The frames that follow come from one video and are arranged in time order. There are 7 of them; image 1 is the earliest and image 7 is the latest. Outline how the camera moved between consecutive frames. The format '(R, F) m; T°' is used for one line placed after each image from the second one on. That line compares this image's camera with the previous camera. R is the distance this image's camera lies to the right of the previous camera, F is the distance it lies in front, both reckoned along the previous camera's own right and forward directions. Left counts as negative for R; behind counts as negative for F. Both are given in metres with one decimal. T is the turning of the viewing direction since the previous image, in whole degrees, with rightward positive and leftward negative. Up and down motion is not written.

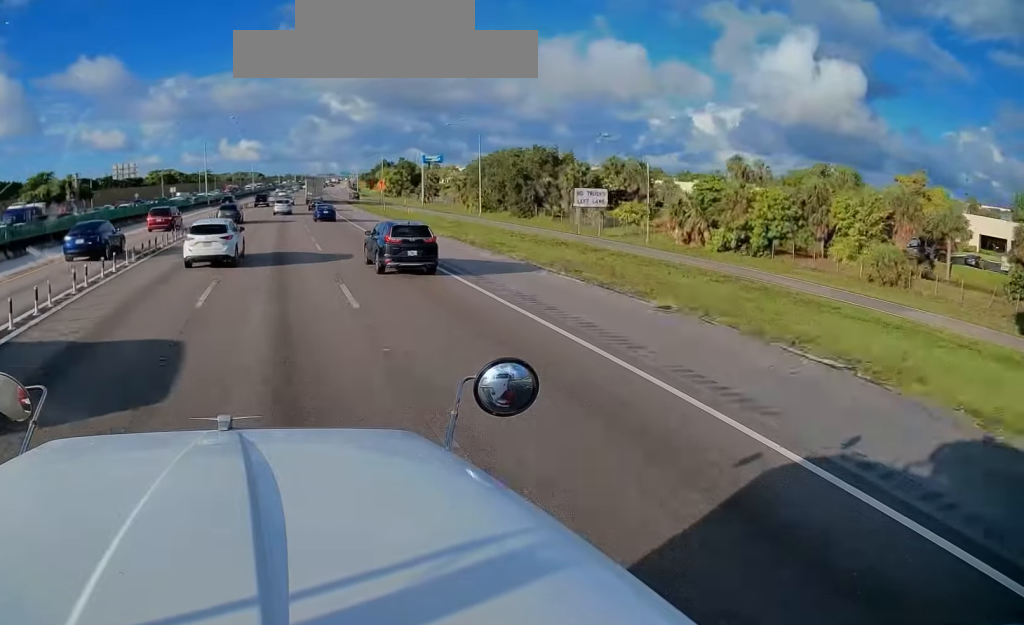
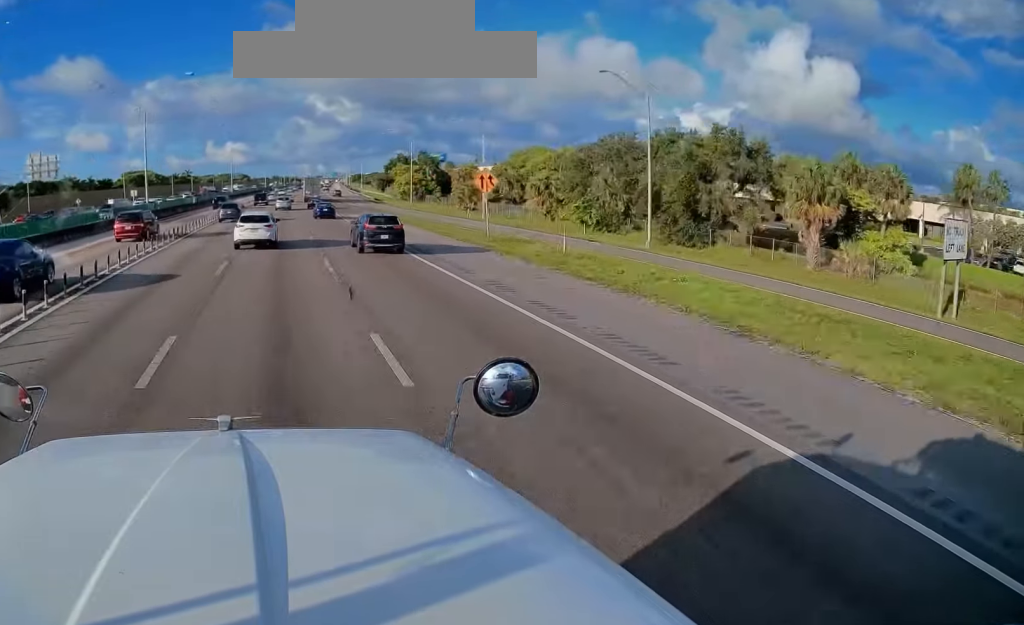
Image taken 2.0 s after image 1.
(+0.8, +41.7) m; +2°
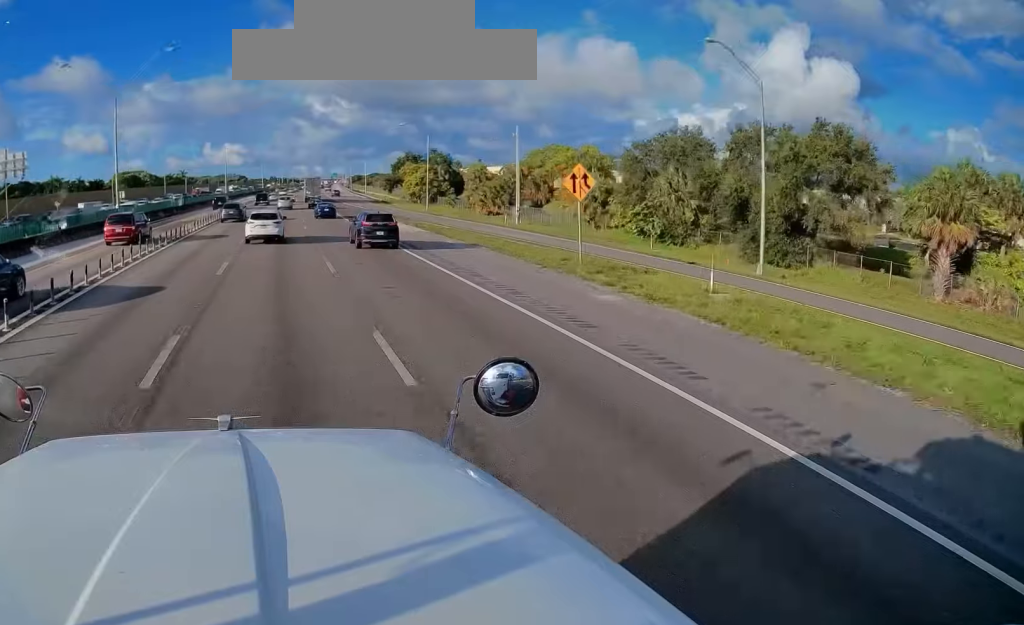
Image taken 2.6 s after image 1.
(+0.1, +12.1) m; 0°
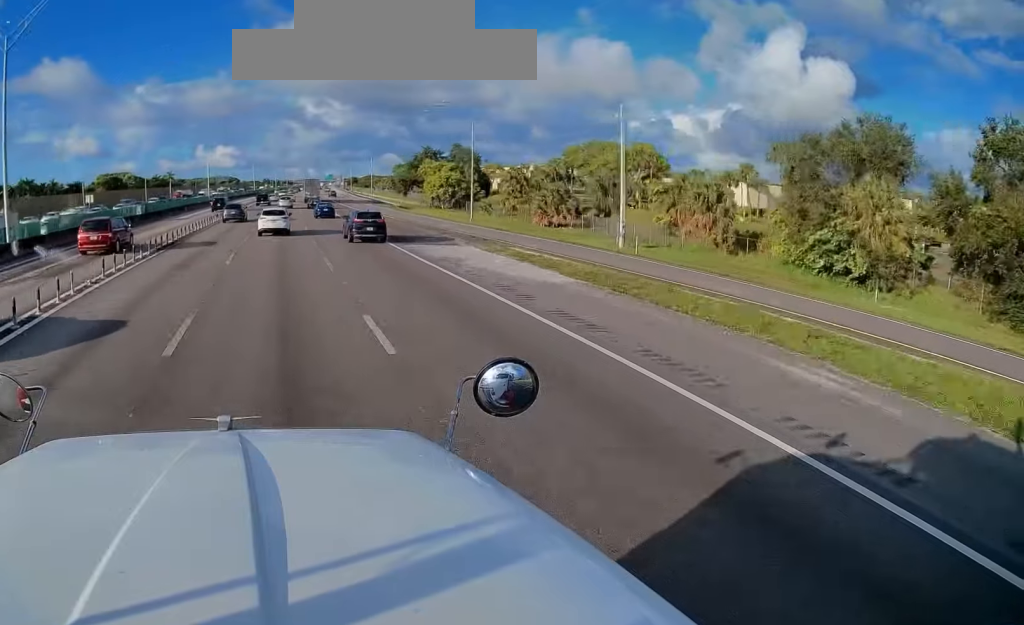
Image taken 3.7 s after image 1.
(+0.1, +23.0) m; +1°
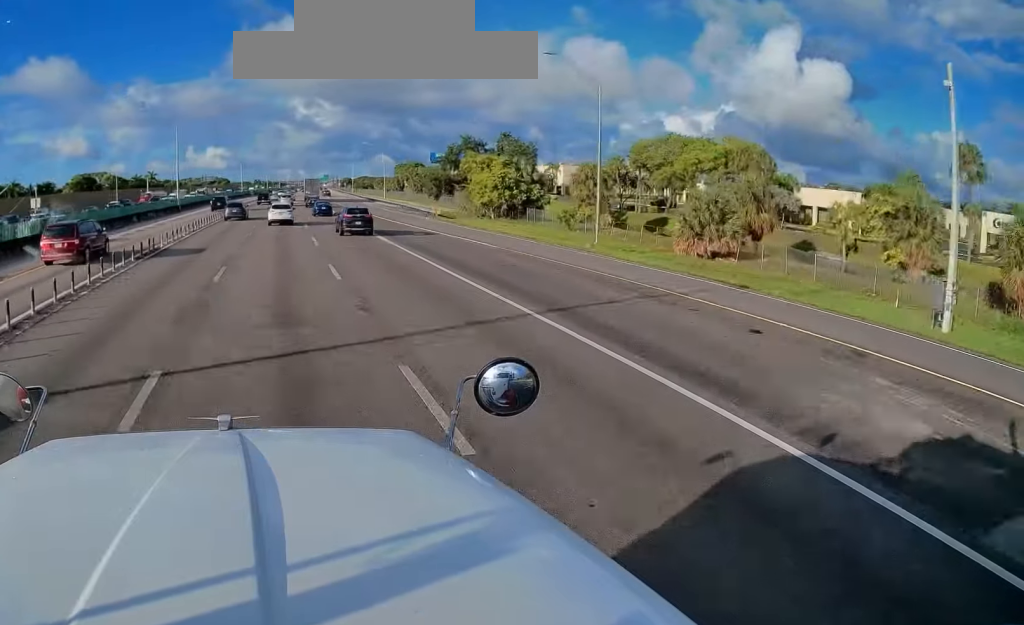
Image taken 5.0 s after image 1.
(+0.4, +28.7) m; +1°
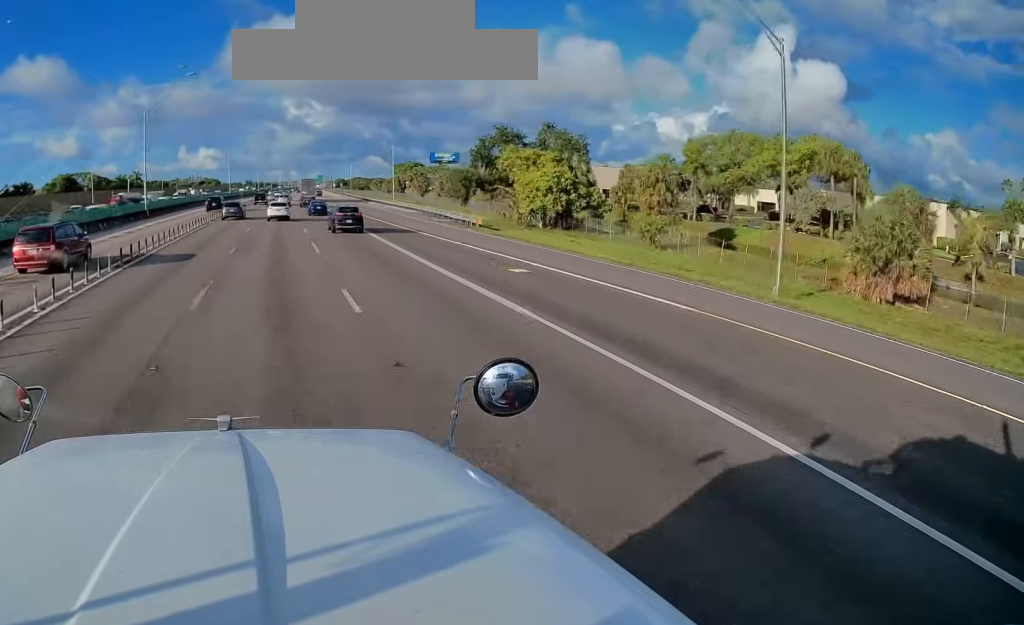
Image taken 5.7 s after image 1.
(+0.1, +16.7) m; +1°
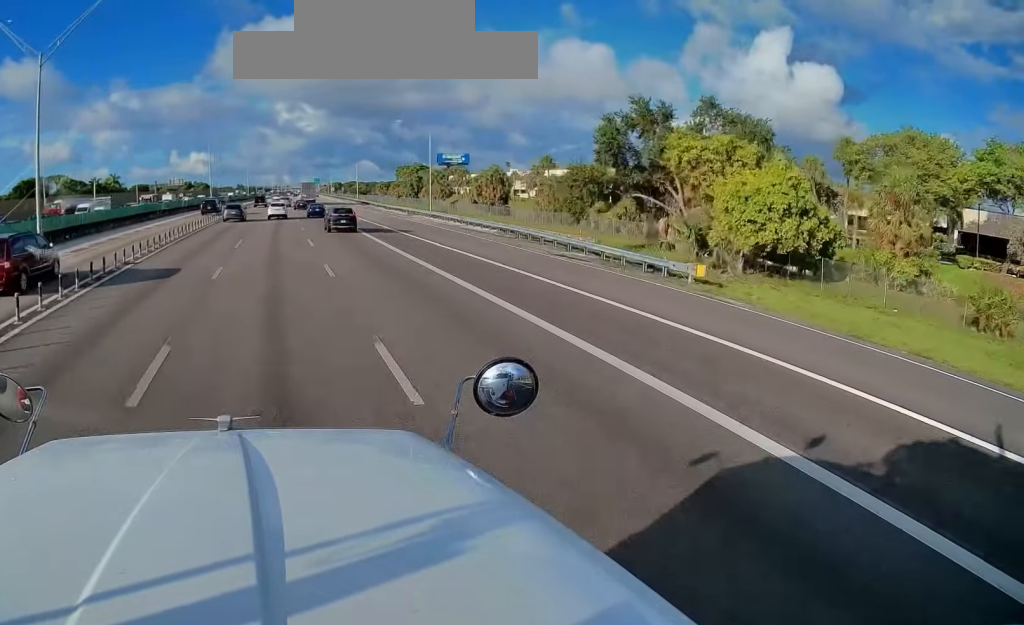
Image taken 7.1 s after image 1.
(+0.3, +32.0) m; +1°
